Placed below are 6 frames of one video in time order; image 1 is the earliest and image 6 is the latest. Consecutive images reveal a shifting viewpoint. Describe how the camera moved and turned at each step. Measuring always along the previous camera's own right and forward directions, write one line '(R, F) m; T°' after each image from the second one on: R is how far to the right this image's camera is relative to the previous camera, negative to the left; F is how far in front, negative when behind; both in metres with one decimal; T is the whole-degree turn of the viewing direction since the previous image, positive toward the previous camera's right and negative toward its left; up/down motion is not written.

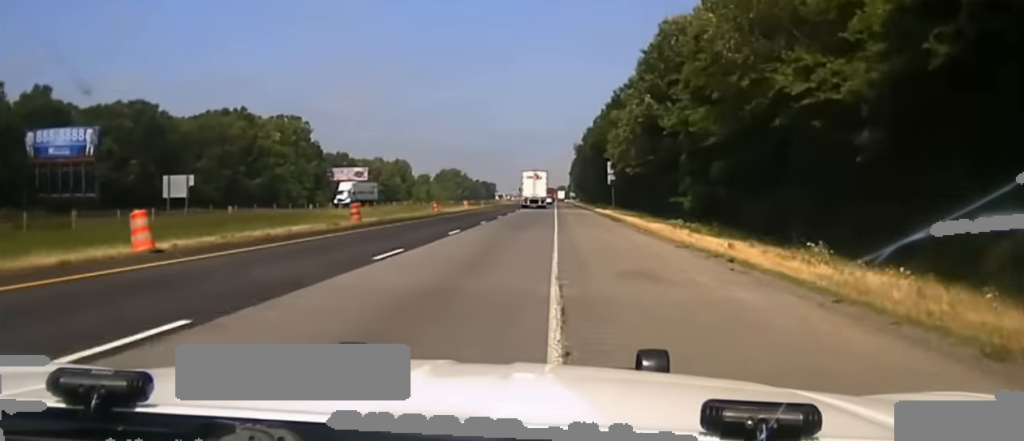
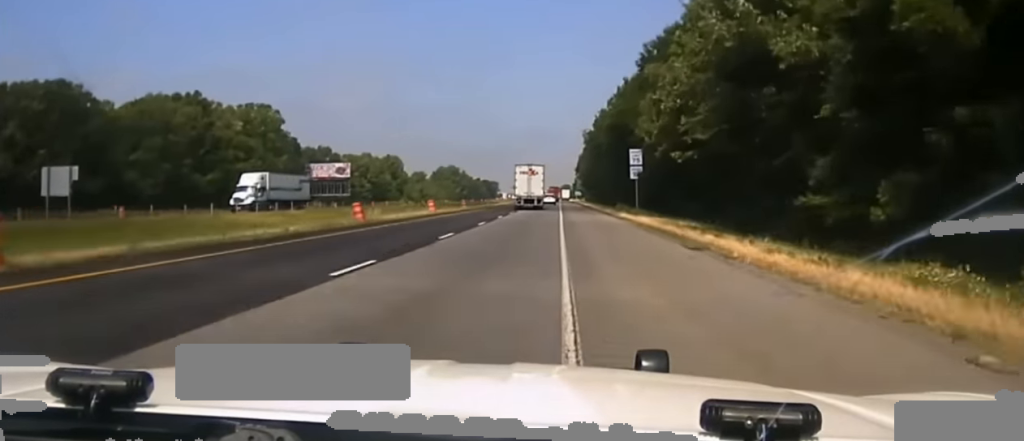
(0.0, +28.7) m; 0°
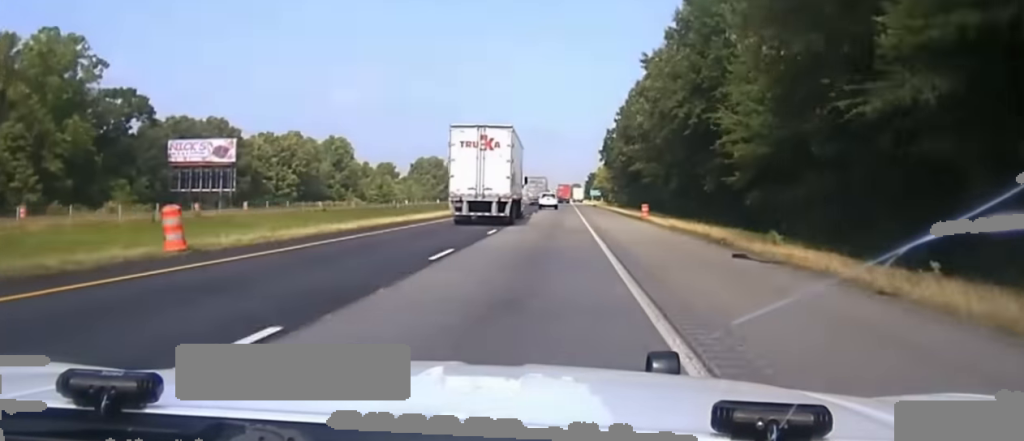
(+0.1, +85.7) m; 0°
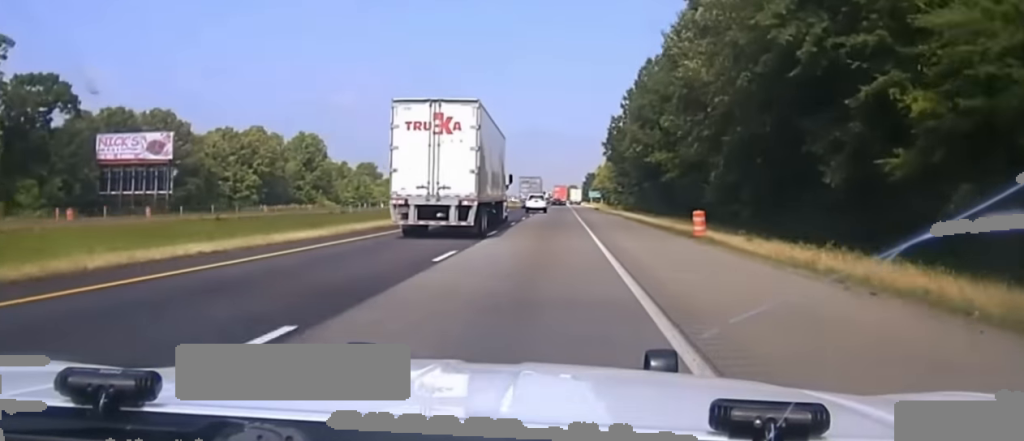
(0.0, +21.4) m; 0°
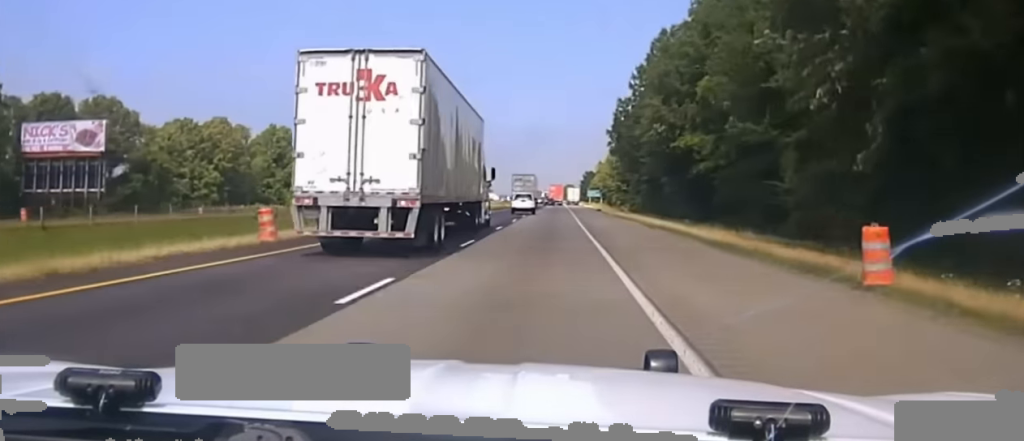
(0.0, +18.5) m; 0°
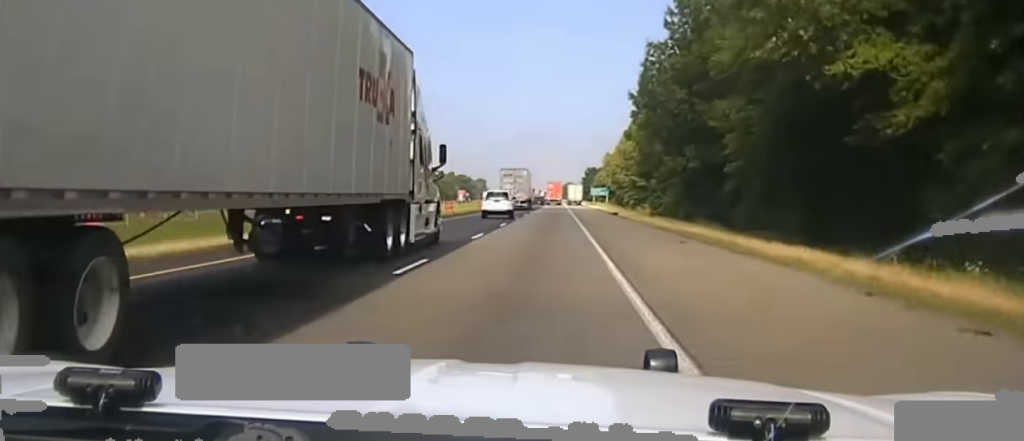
(0.0, +26.2) m; 0°
